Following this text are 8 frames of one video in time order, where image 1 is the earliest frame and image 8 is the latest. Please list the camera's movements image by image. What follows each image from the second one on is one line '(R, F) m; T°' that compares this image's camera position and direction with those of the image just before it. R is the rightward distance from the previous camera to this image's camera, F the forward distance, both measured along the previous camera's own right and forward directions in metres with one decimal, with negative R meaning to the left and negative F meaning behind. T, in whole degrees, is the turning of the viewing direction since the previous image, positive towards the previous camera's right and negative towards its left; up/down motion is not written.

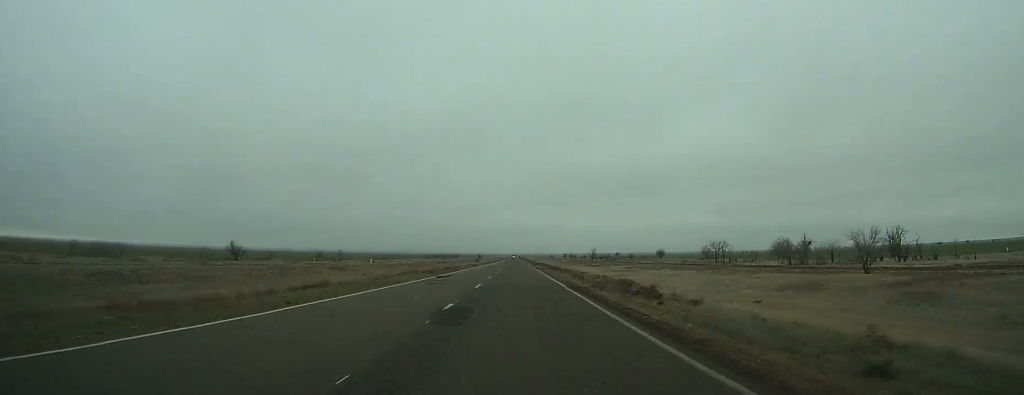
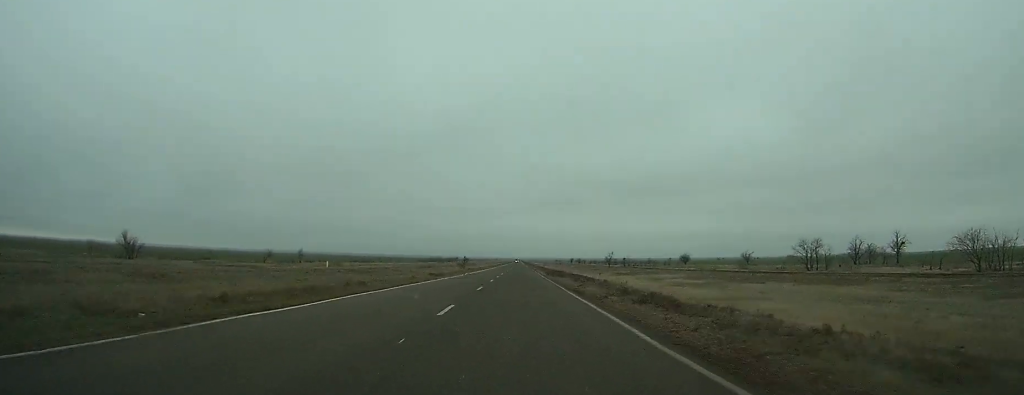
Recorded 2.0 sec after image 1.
(-0.2, +46.0) m; 0°
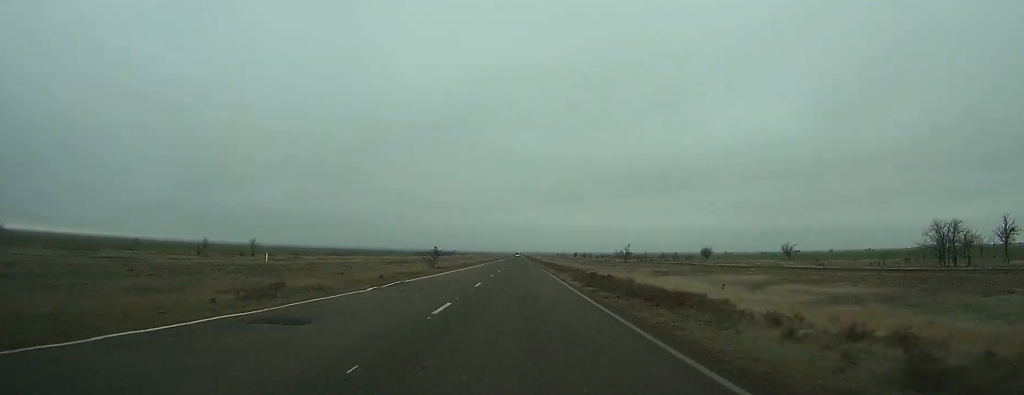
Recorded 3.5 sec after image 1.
(0.0, +35.2) m; 0°
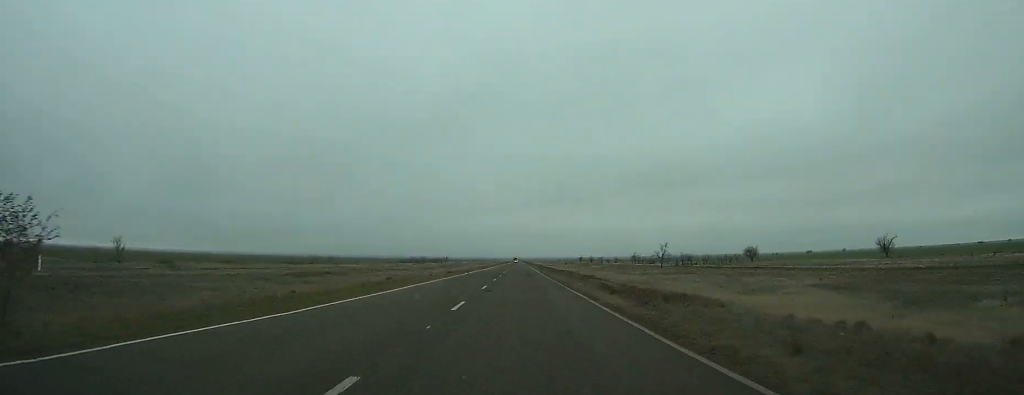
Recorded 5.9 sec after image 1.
(0.0, +60.0) m; 0°
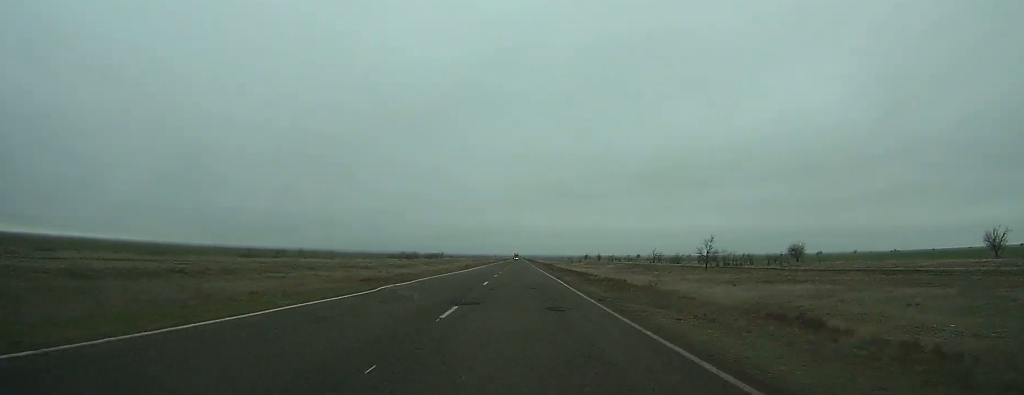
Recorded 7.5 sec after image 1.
(0.0, +40.1) m; 0°
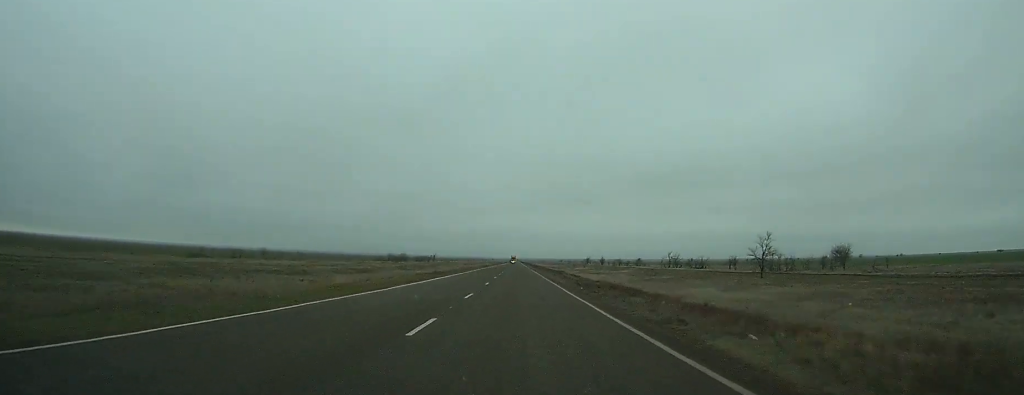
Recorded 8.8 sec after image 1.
(0.0, +30.8) m; 0°
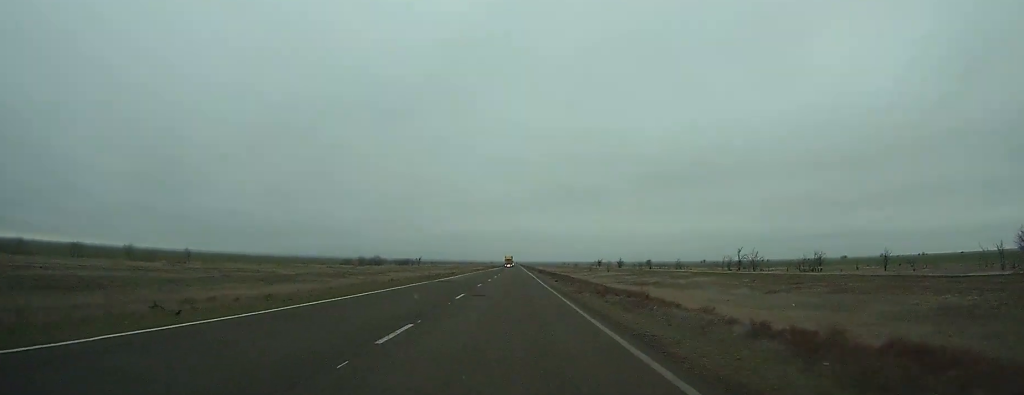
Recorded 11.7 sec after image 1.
(0.0, +69.2) m; 0°
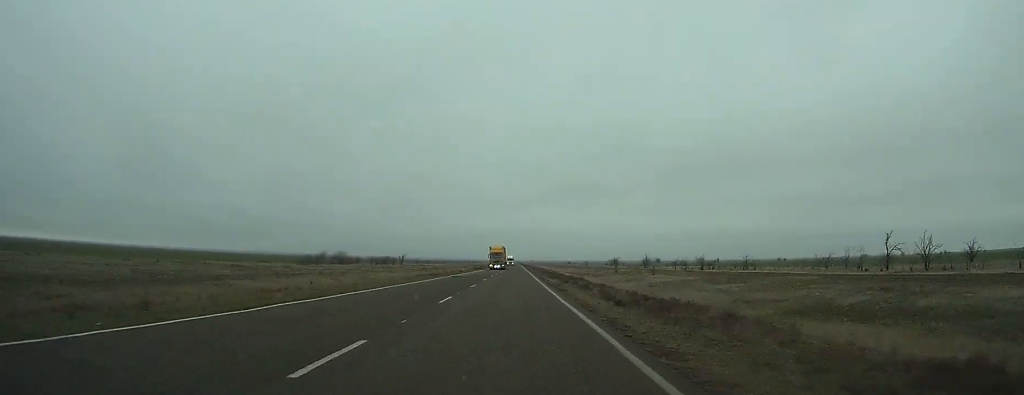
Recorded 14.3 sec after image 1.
(-0.1, +61.9) m; 0°
